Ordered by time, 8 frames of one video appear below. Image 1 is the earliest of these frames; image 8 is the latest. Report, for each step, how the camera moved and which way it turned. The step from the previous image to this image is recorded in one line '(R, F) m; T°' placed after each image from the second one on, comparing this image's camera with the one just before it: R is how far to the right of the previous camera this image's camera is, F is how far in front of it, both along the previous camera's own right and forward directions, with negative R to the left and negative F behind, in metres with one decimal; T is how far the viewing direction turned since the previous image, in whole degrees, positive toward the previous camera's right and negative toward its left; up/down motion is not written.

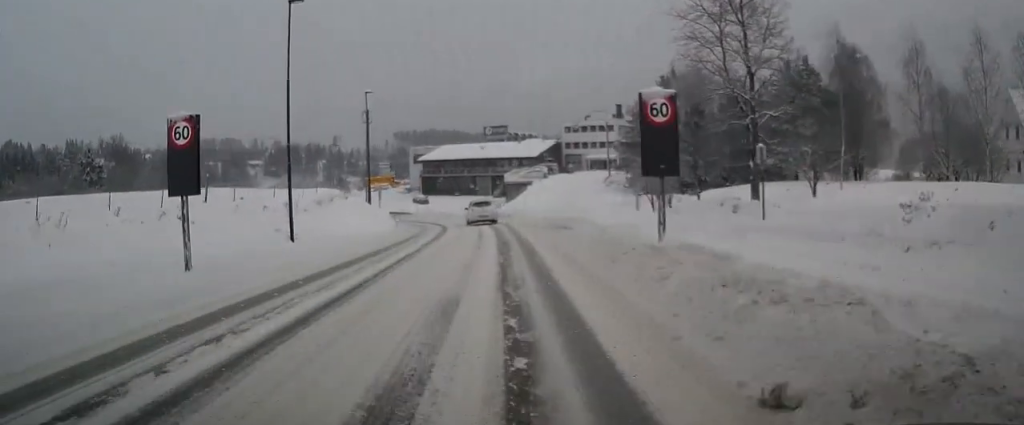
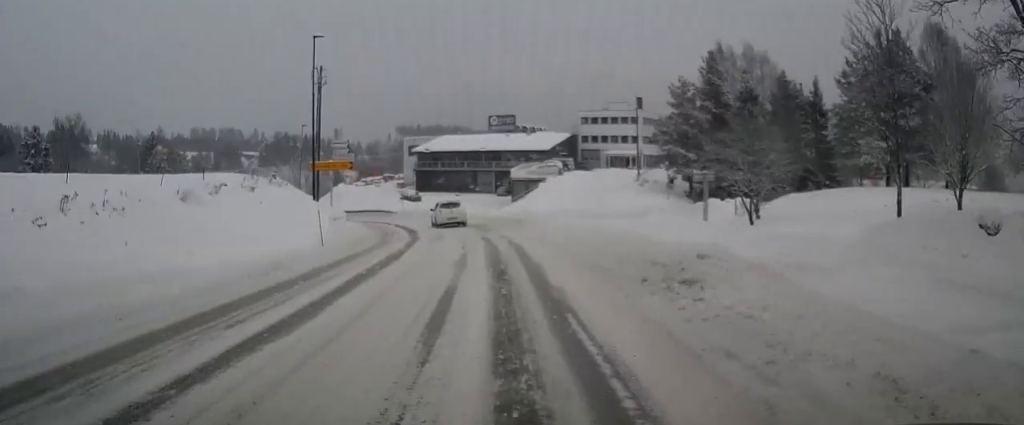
(0.0, +16.3) m; 0°
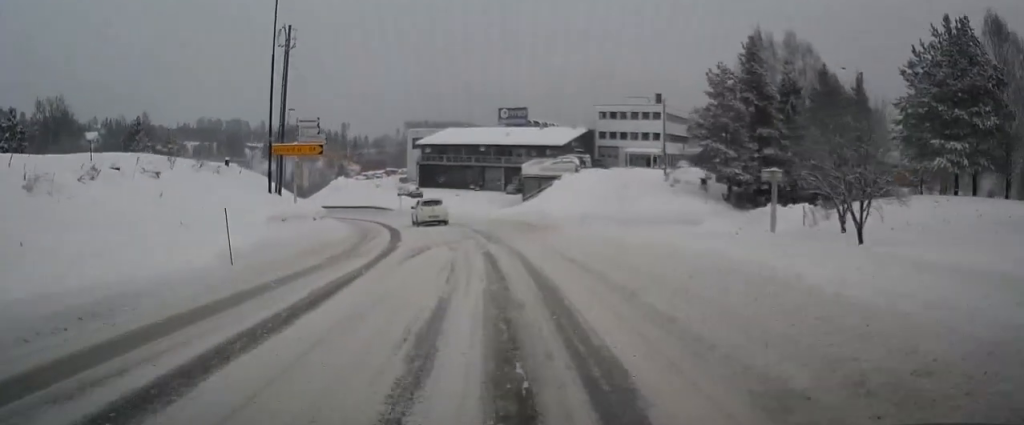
(0.0, +8.1) m; -1°
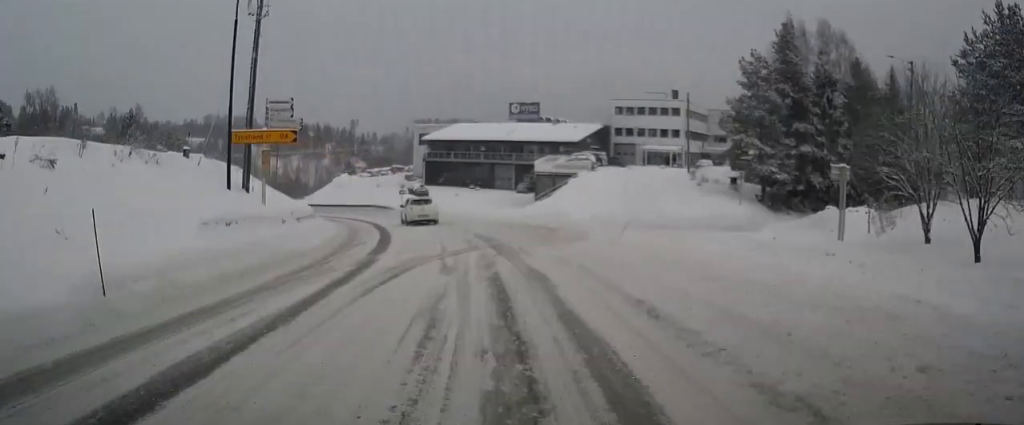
(0.0, +5.3) m; -1°
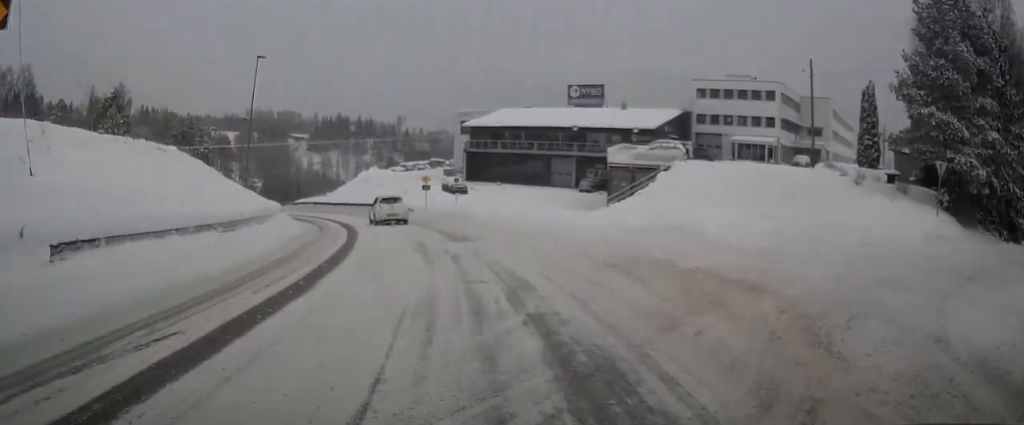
(-0.7, +17.4) m; -4°
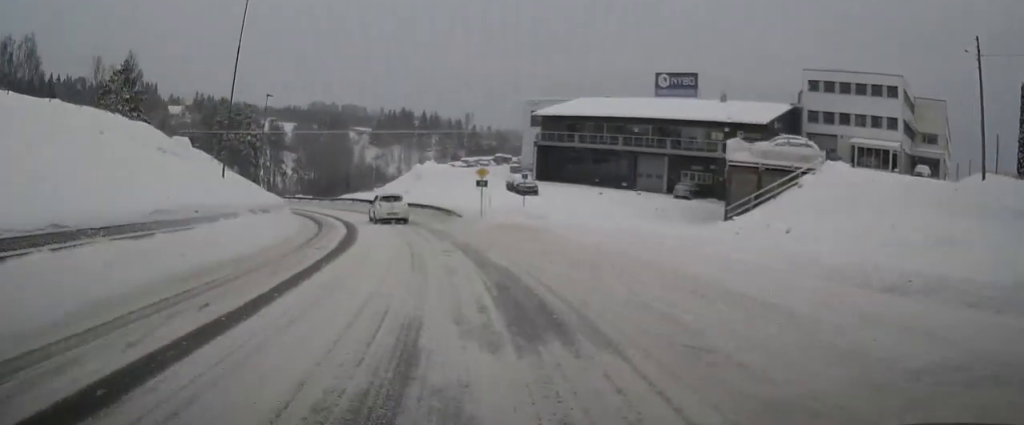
(-0.5, +12.7) m; -5°
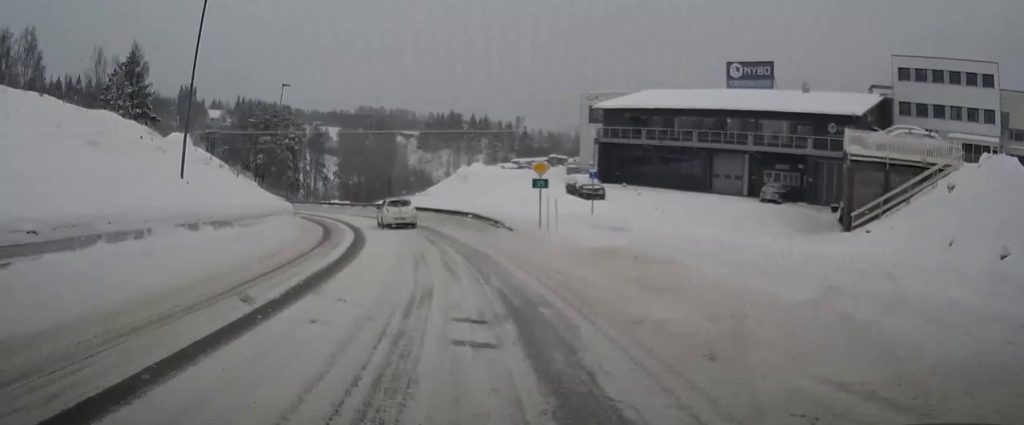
(-0.3, +8.5) m; -4°
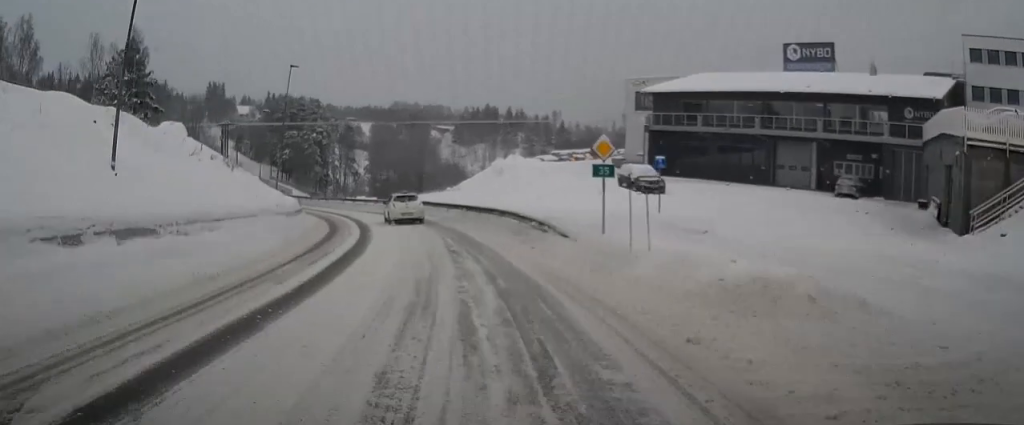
(+0.1, +6.2) m; -4°
